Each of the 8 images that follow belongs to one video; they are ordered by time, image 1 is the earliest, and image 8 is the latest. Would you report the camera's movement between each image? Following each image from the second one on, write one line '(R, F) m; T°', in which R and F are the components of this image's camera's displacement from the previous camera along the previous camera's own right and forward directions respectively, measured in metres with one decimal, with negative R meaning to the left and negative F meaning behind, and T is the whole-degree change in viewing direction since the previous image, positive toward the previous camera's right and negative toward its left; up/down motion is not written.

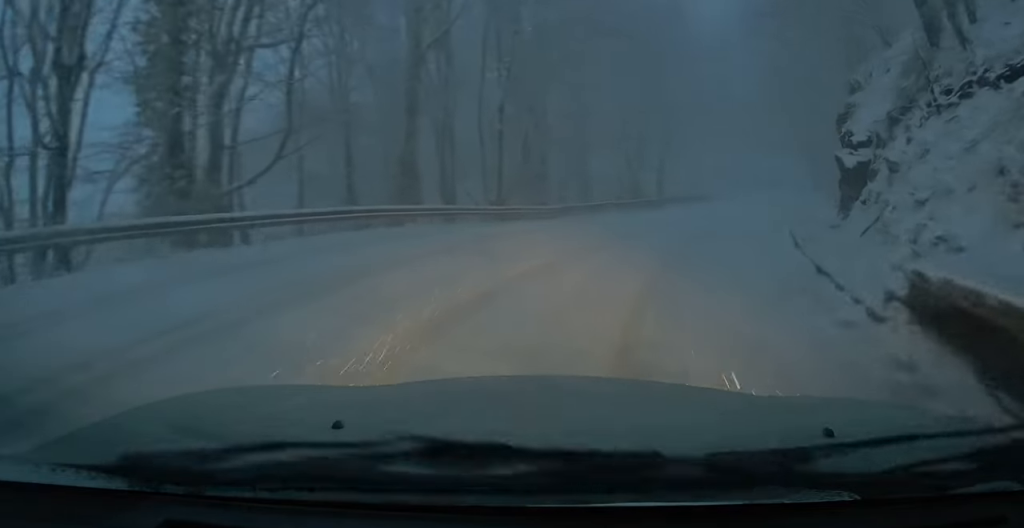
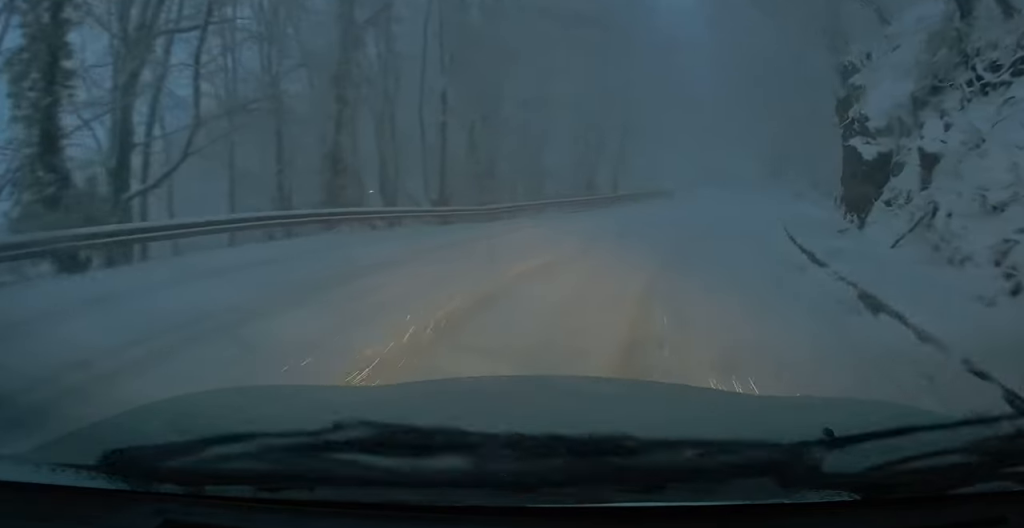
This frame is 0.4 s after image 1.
(-0.1, +2.5) m; +3°
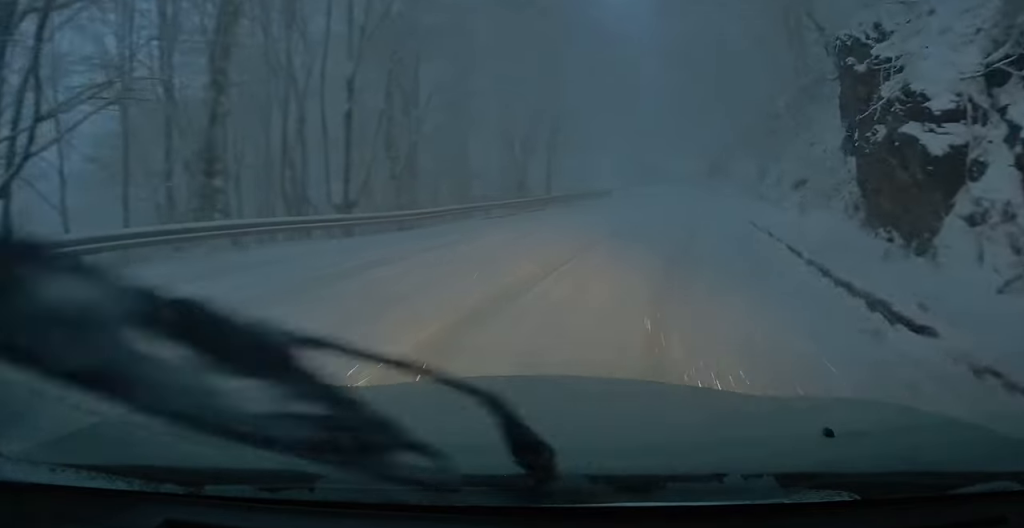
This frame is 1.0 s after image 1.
(+0.2, +3.3) m; +7°
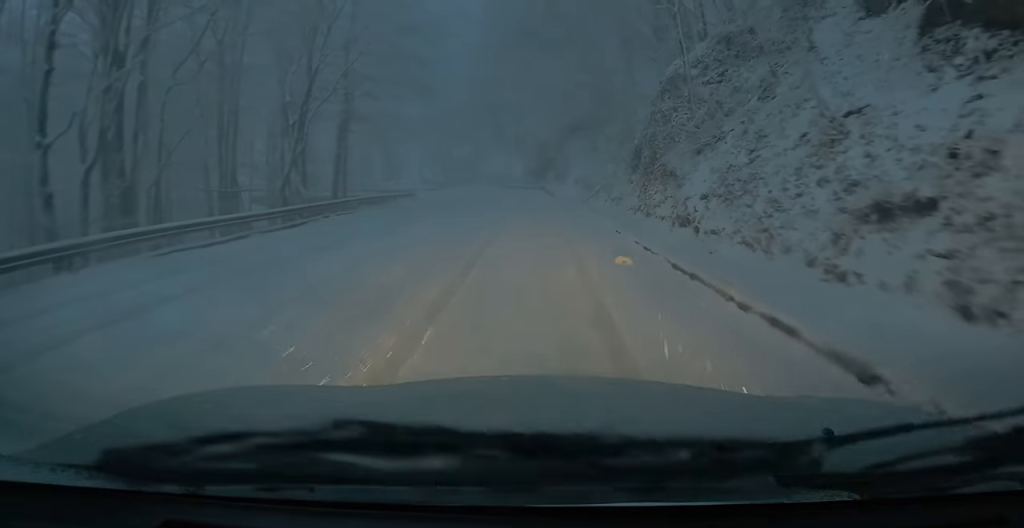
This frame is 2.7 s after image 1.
(+2.1, +9.4) m; +23°
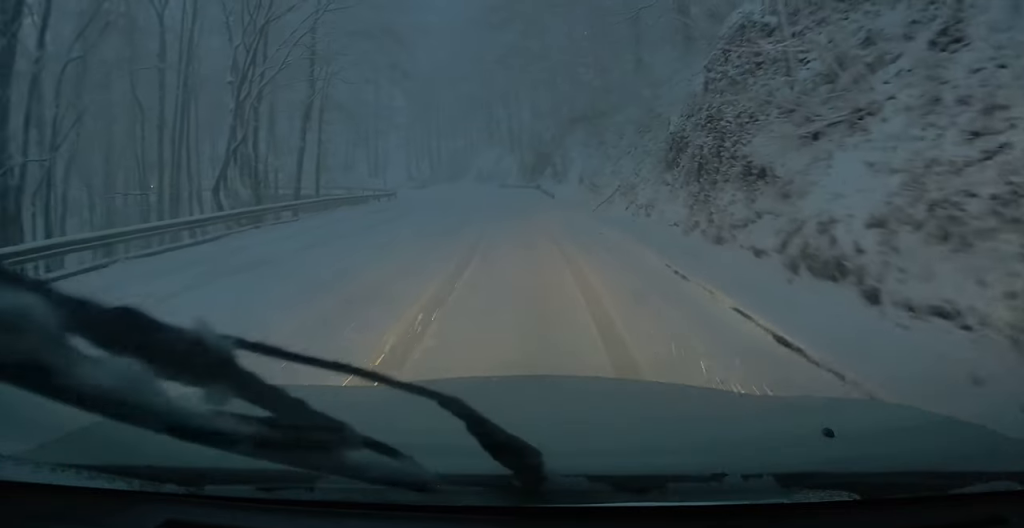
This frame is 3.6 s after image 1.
(+0.2, +5.3) m; +4°
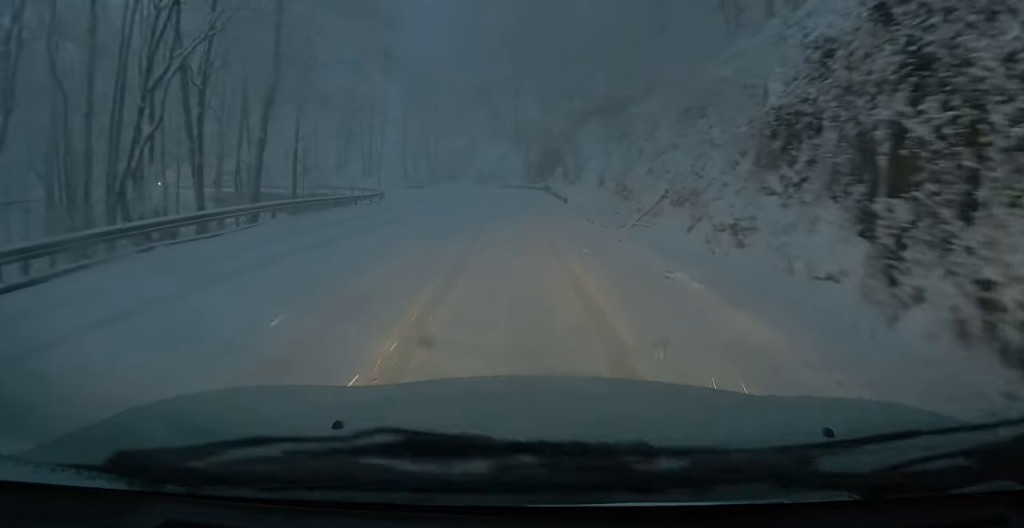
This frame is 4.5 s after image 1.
(+0.3, +5.6) m; -3°
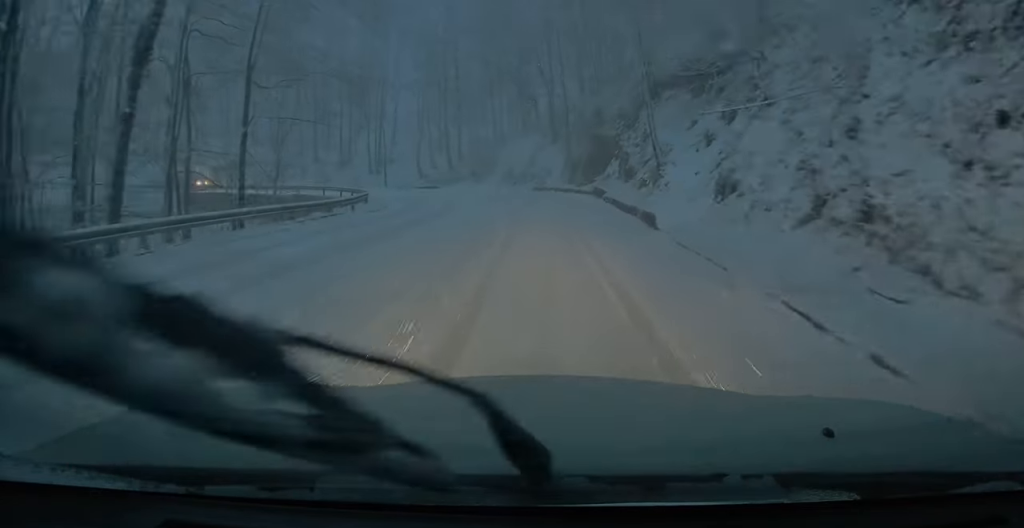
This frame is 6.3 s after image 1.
(-0.4, +10.5) m; +4°
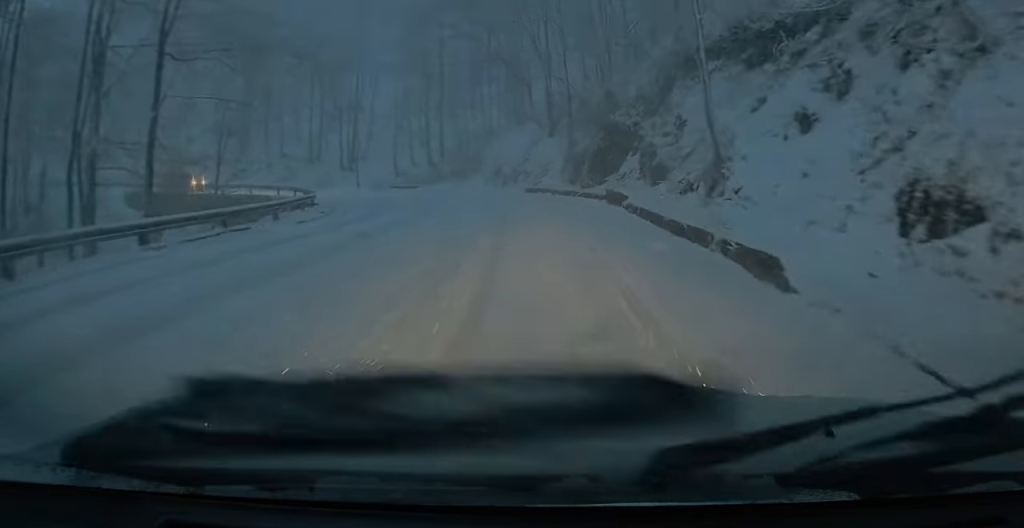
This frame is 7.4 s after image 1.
(+0.4, +6.2) m; +7°
